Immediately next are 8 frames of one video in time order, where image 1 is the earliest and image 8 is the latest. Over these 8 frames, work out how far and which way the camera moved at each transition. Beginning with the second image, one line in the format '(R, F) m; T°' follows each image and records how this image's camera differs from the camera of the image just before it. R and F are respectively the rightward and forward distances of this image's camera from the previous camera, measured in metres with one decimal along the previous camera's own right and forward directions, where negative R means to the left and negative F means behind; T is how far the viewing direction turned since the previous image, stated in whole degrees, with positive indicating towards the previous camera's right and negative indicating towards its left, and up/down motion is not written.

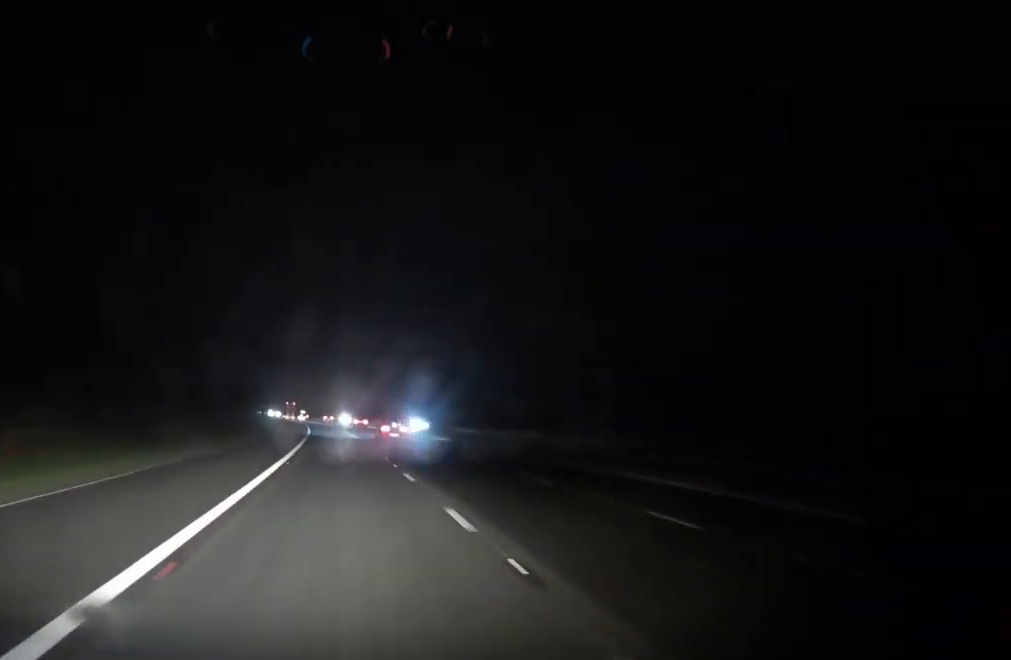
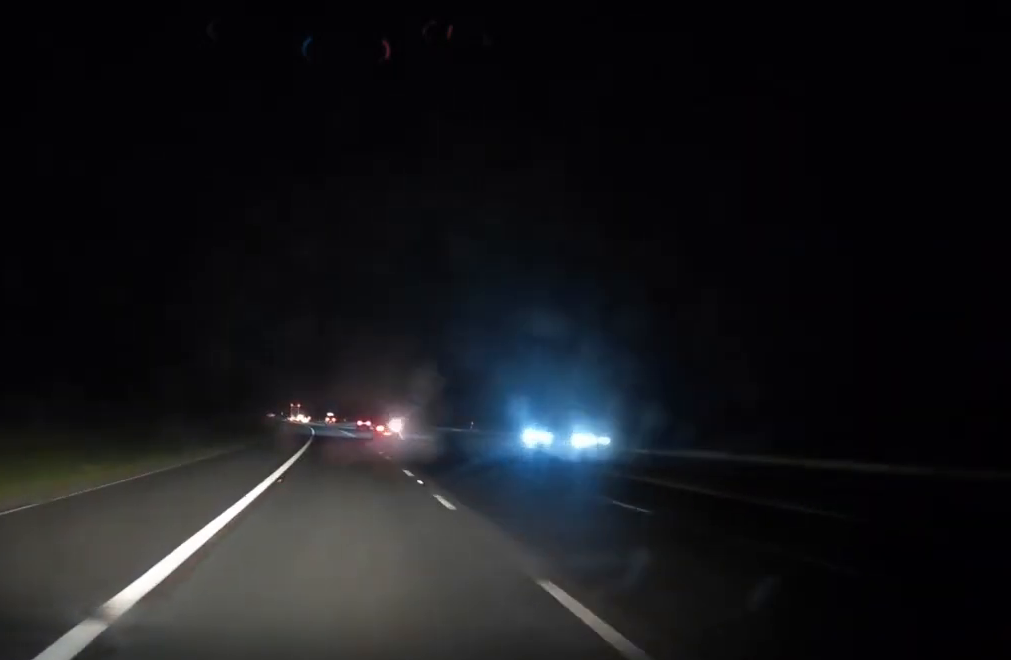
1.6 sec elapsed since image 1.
(-0.6, +44.4) m; -1°
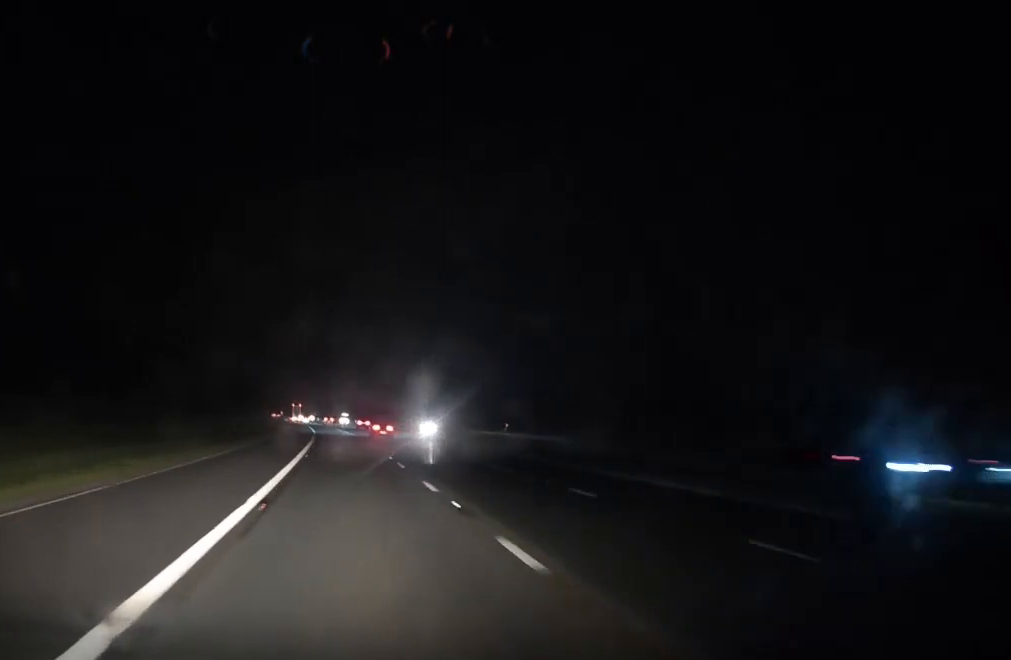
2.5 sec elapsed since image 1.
(0.0, +23.9) m; -1°
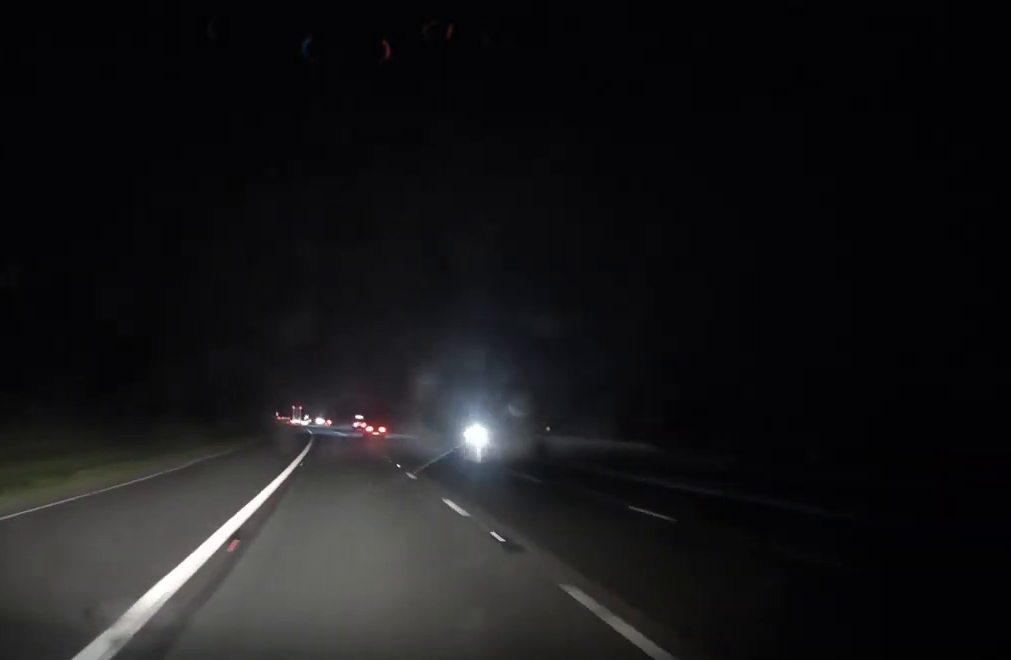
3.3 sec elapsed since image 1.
(-0.2, +22.2) m; -1°
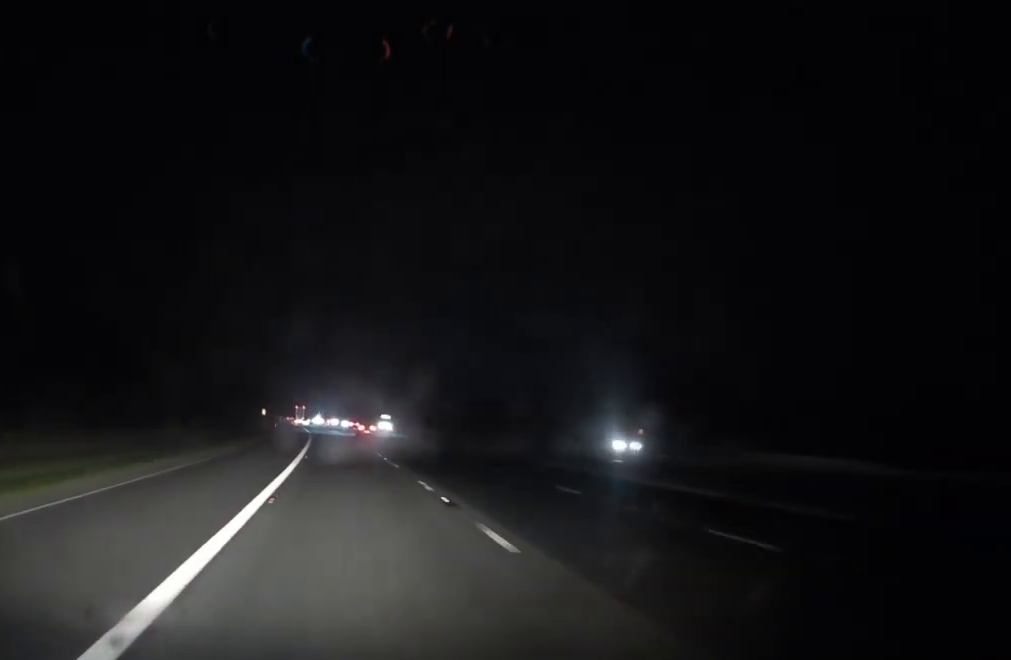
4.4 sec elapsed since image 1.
(-0.3, +30.6) m; -1°
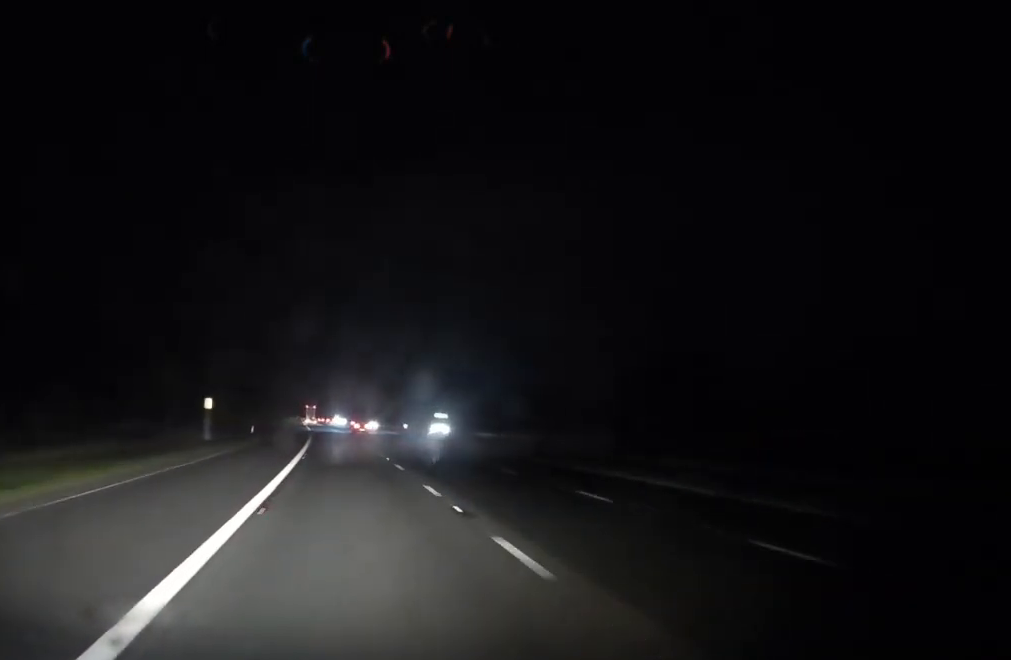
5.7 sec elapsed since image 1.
(-0.5, +37.4) m; -2°
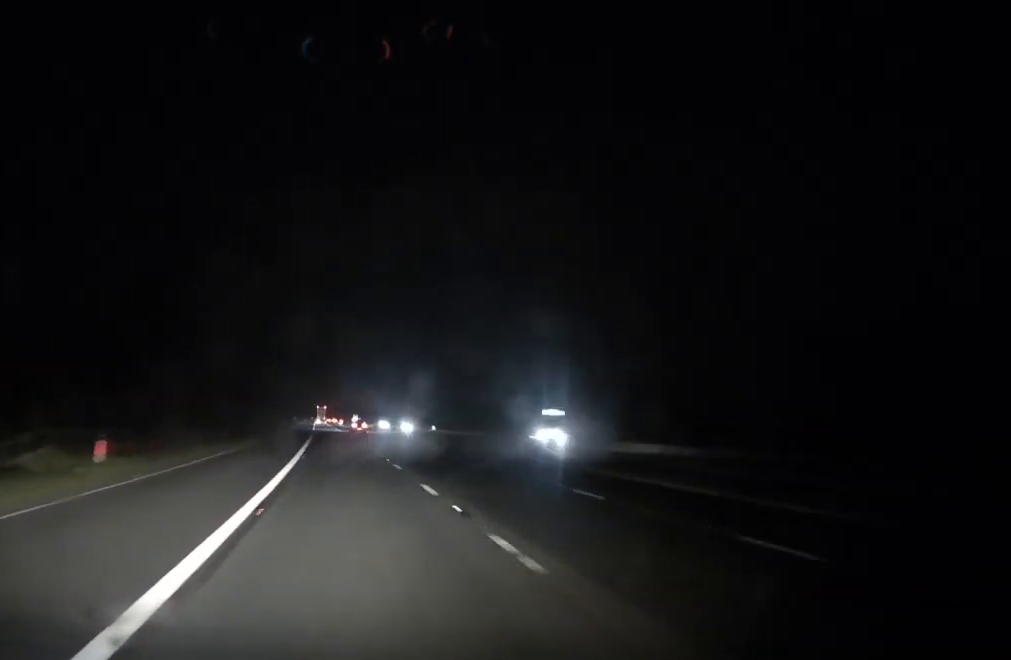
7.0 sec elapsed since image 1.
(-0.5, +36.3) m; -1°
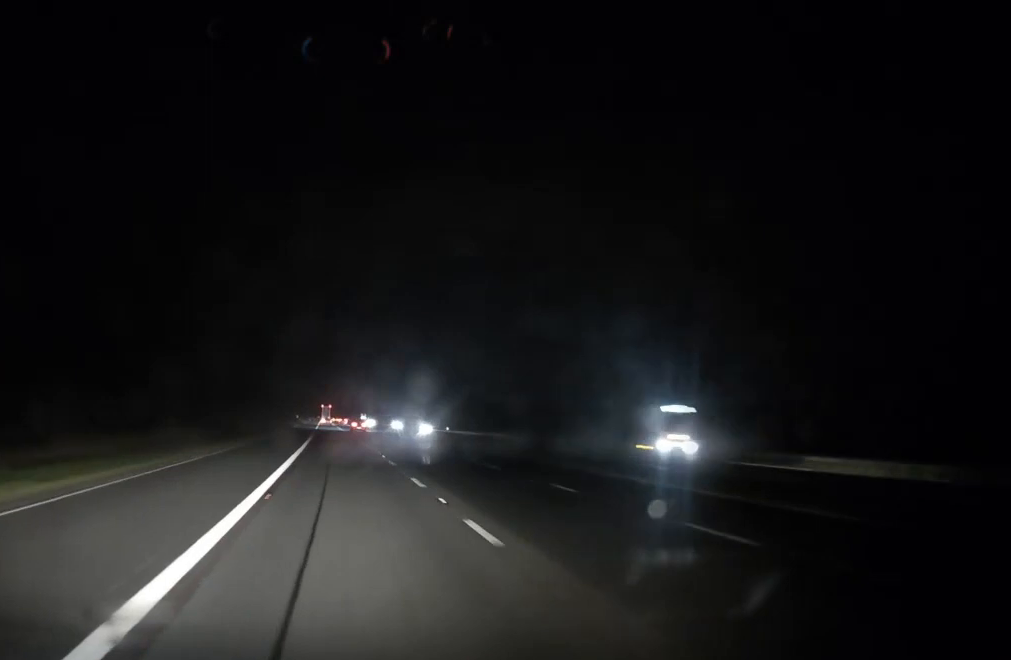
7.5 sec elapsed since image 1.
(+0.1, +16.3) m; 0°
